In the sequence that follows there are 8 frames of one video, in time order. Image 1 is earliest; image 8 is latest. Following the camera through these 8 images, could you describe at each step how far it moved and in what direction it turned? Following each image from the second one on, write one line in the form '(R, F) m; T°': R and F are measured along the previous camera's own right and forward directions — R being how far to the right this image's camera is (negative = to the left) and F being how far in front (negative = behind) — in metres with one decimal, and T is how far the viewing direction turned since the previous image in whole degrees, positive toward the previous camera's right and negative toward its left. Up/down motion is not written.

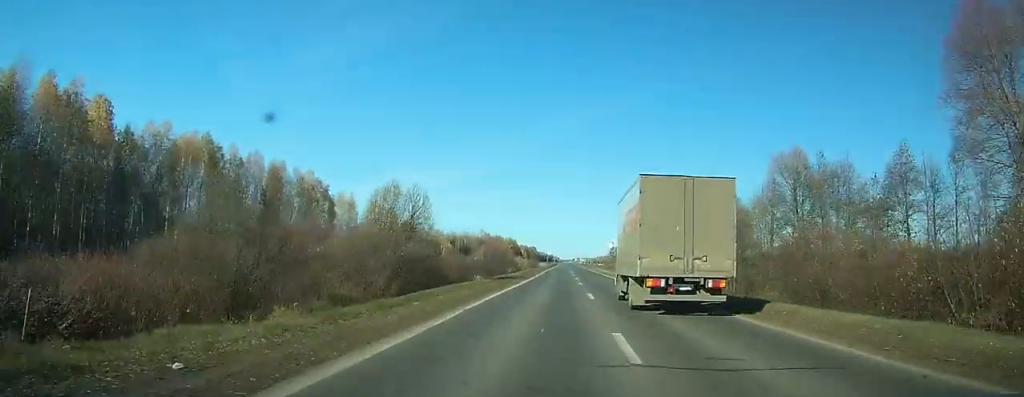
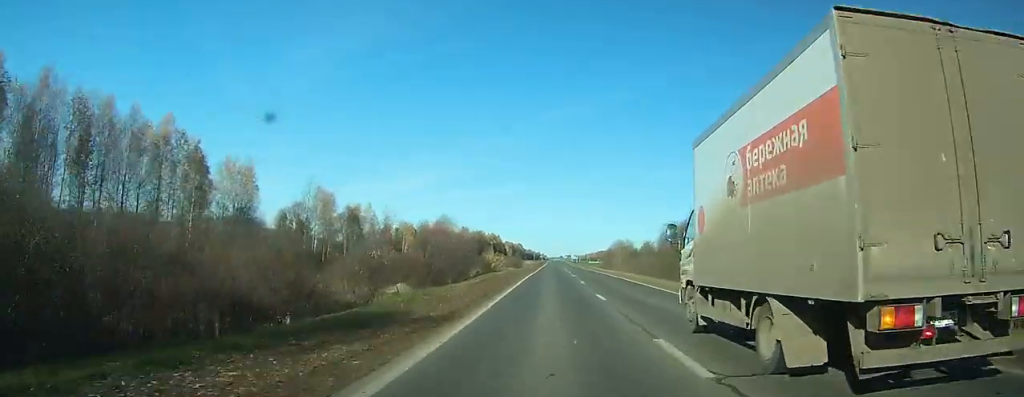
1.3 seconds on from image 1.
(0.0, +31.1) m; 0°
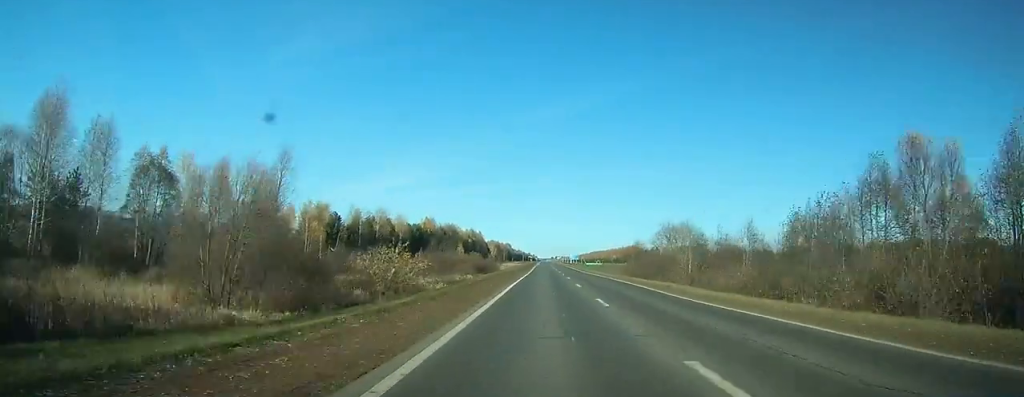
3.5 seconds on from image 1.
(+0.4, +51.0) m; +1°
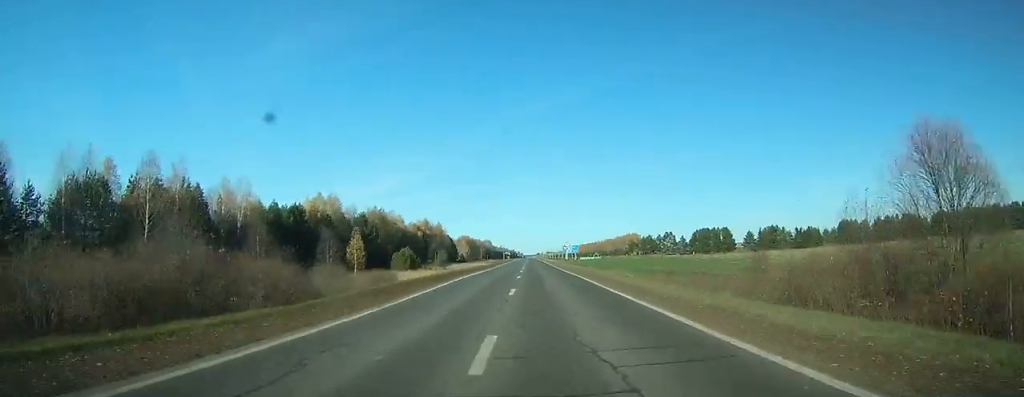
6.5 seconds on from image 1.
(+0.9, +72.9) m; +1°
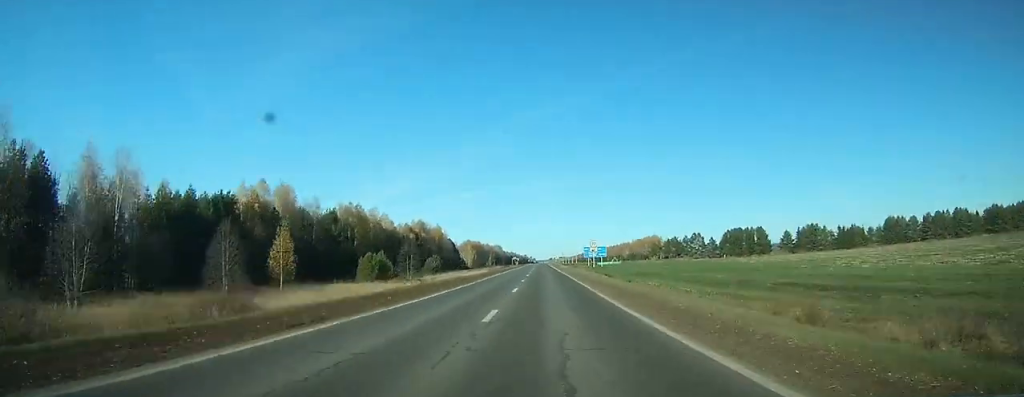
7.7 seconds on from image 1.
(0.0, +29.0) m; 0°
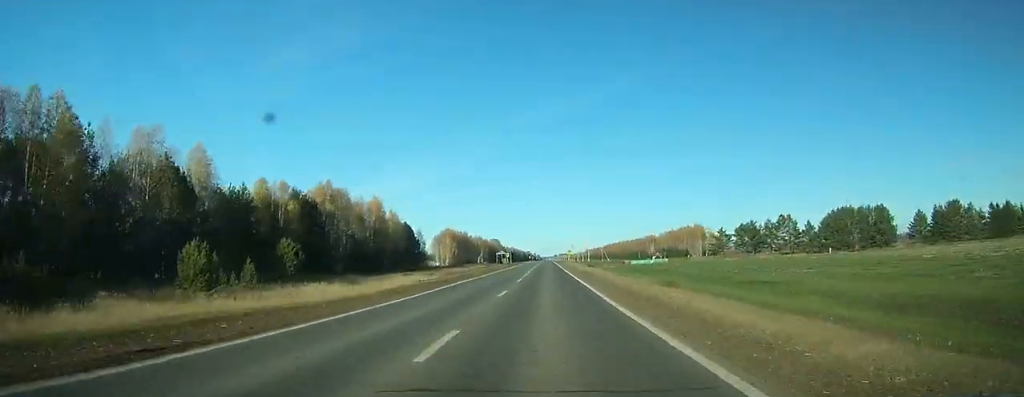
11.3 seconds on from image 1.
(-0.2, +96.5) m; 0°
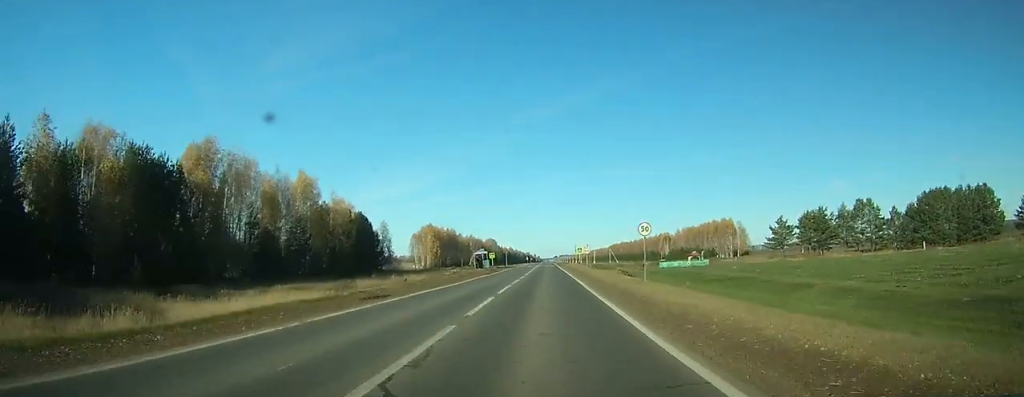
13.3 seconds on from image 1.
(+0.1, +47.1) m; 0°
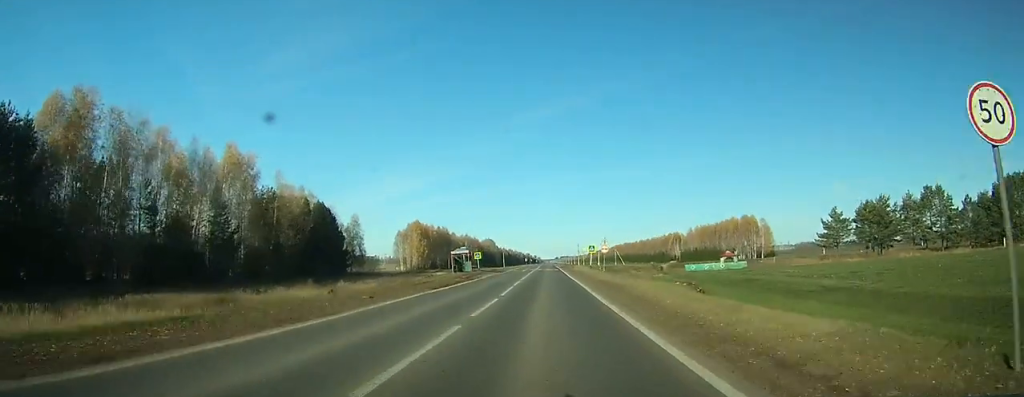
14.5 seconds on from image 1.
(+0.1, +26.6) m; 0°
